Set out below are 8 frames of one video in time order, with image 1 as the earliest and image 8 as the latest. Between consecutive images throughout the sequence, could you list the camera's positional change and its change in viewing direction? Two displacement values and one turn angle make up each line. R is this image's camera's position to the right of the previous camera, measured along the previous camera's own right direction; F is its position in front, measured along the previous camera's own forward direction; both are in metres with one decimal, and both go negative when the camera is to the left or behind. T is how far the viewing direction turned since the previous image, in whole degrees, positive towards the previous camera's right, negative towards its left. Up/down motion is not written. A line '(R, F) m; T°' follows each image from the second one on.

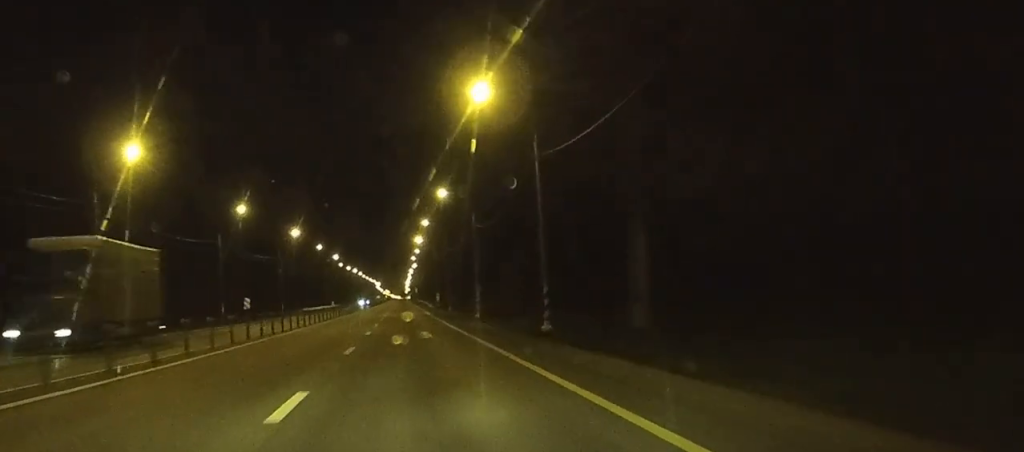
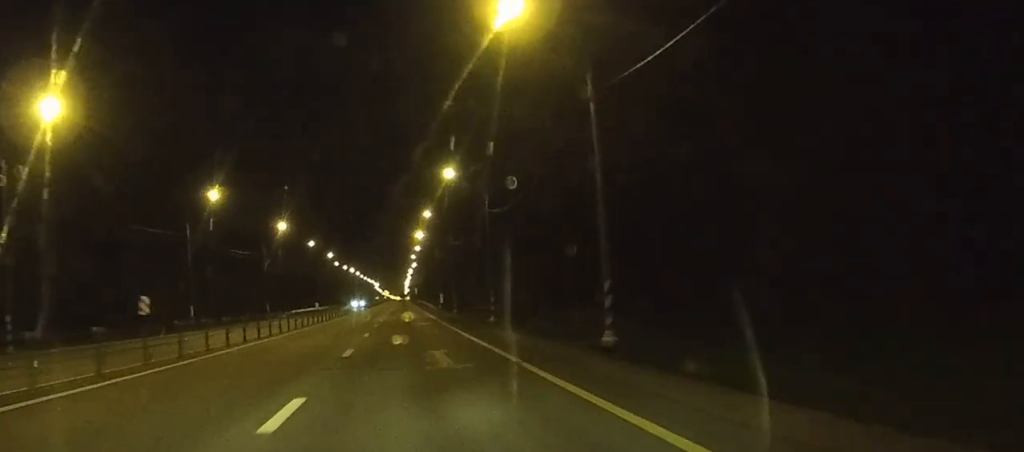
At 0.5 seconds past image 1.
(0.0, +12.6) m; 0°
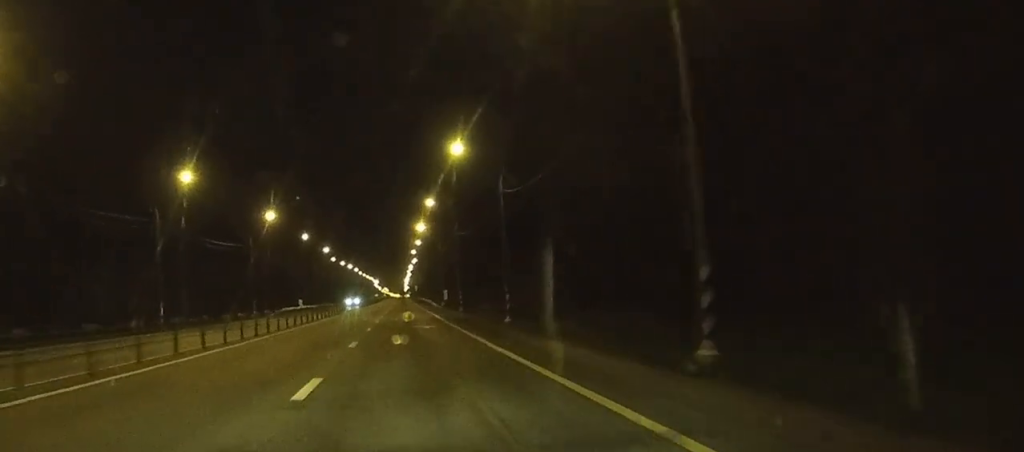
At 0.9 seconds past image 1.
(0.0, +9.5) m; 0°
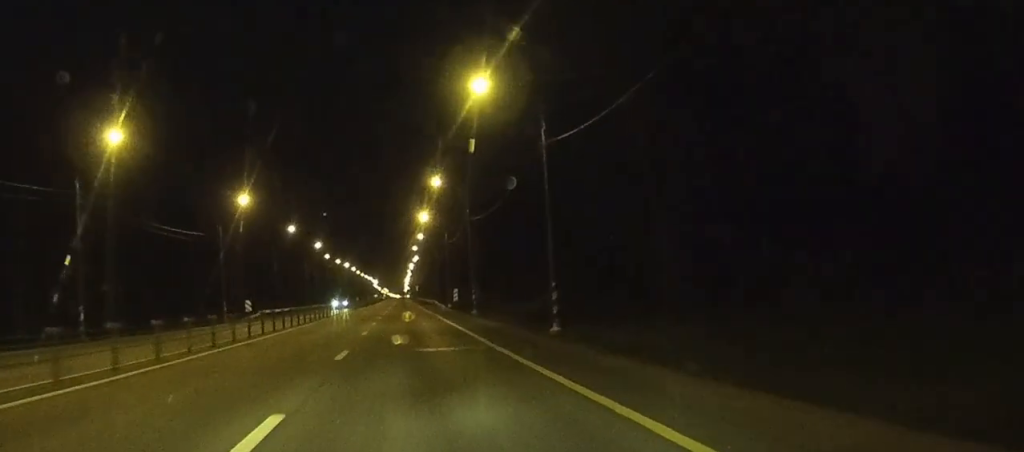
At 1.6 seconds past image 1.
(0.0, +16.5) m; 0°
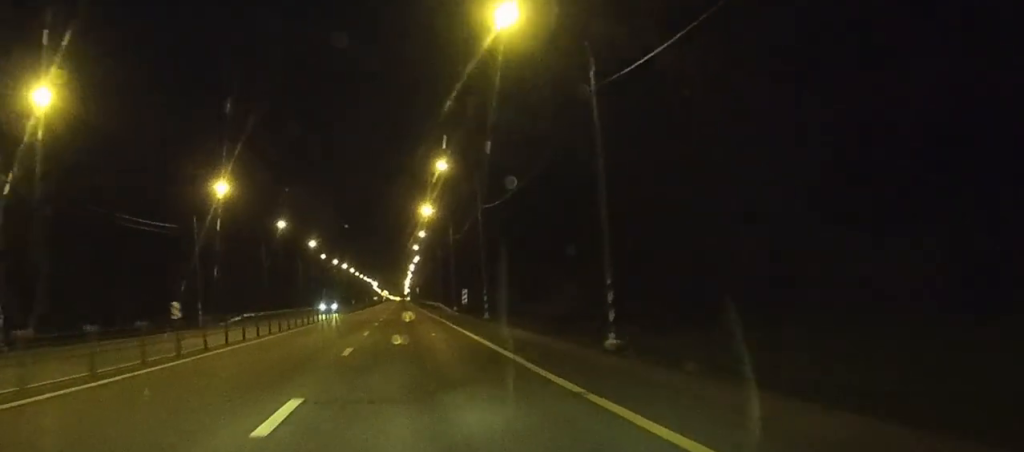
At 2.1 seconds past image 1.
(0.0, +10.2) m; 0°
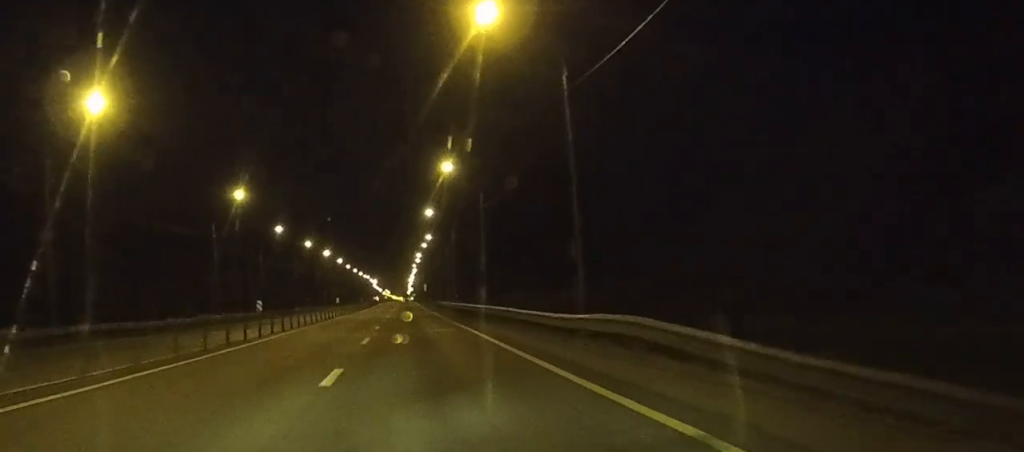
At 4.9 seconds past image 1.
(+0.3, +66.4) m; 0°
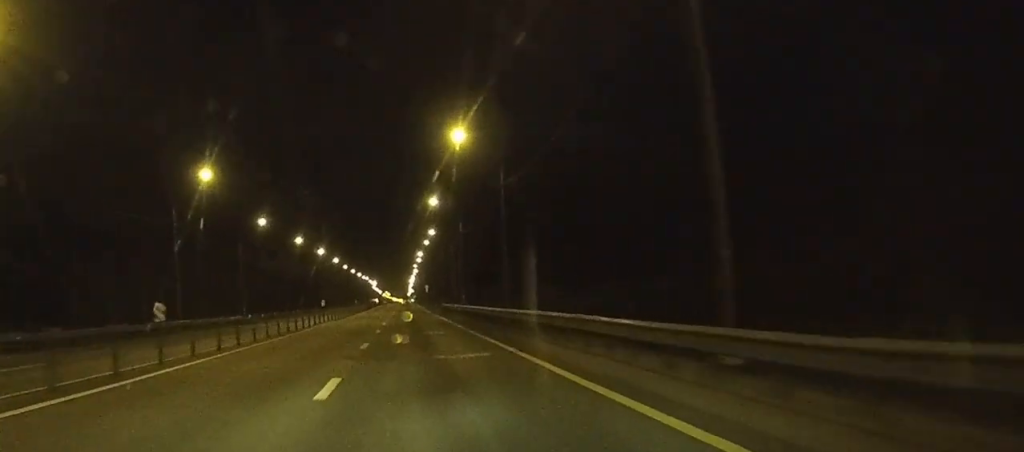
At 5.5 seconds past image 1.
(0.0, +13.3) m; 0°
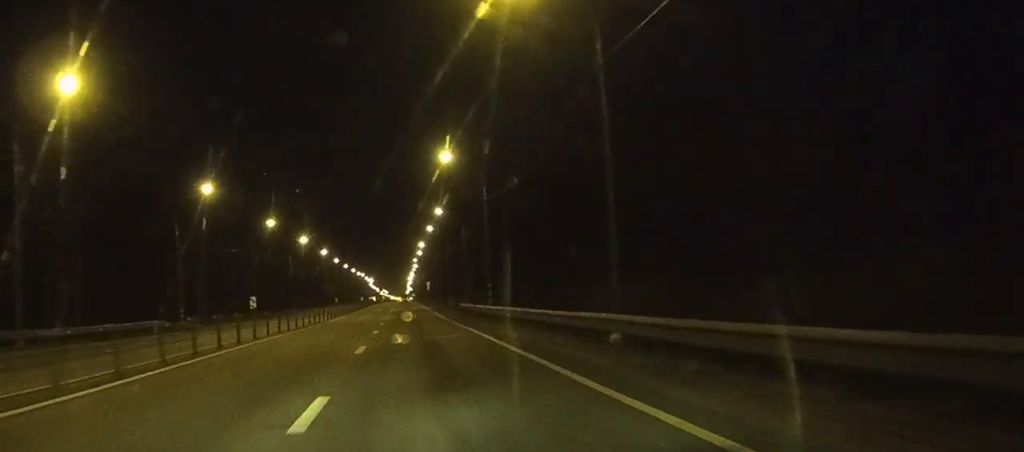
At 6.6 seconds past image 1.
(-0.1, +26.5) m; 0°
